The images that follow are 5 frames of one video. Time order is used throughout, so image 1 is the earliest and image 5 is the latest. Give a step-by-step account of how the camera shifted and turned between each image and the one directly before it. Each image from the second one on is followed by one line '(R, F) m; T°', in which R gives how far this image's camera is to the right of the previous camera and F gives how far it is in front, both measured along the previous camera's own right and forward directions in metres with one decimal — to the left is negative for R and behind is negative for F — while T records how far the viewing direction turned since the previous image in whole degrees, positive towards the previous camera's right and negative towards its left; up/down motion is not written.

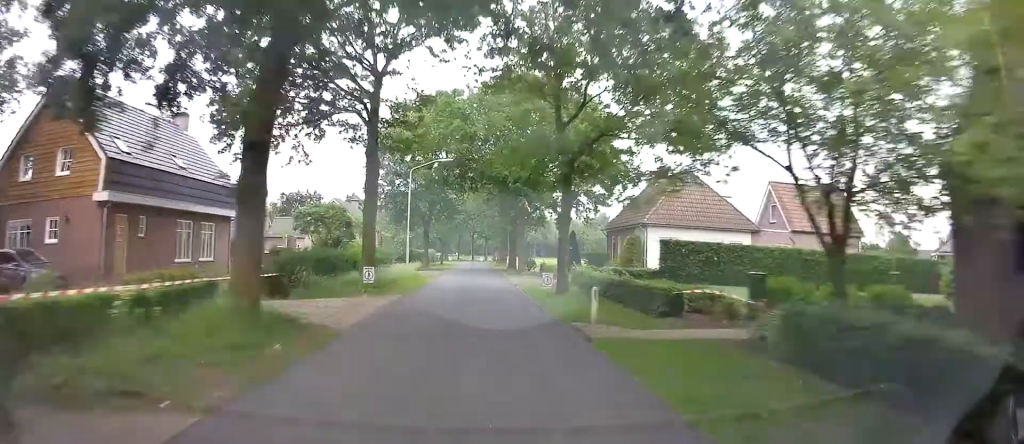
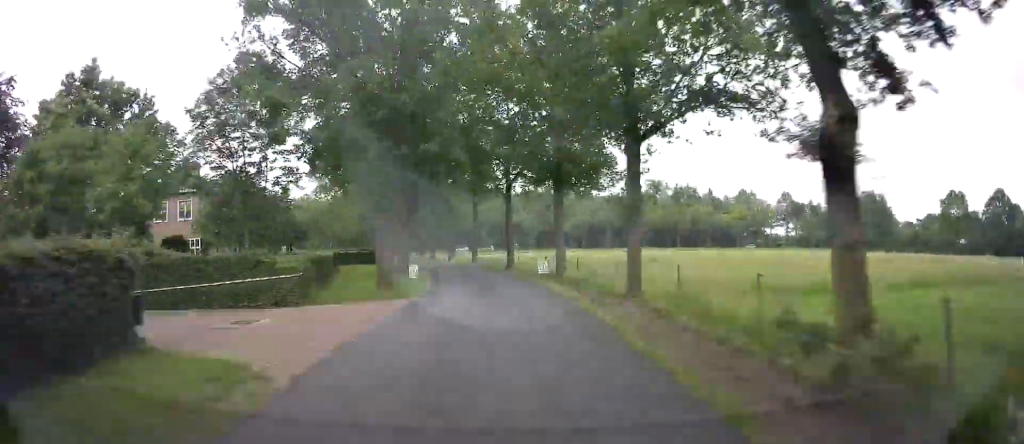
(+2.4, +68.9) m; 0°
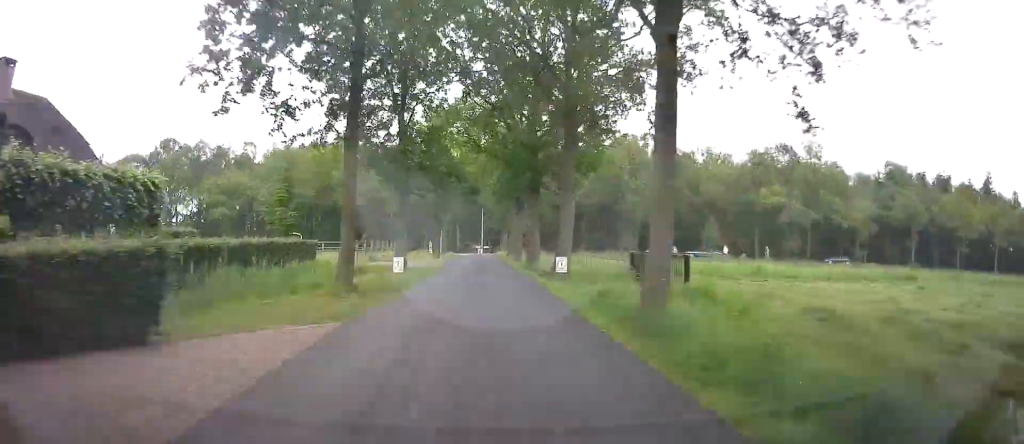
(-6.1, +72.9) m; -9°
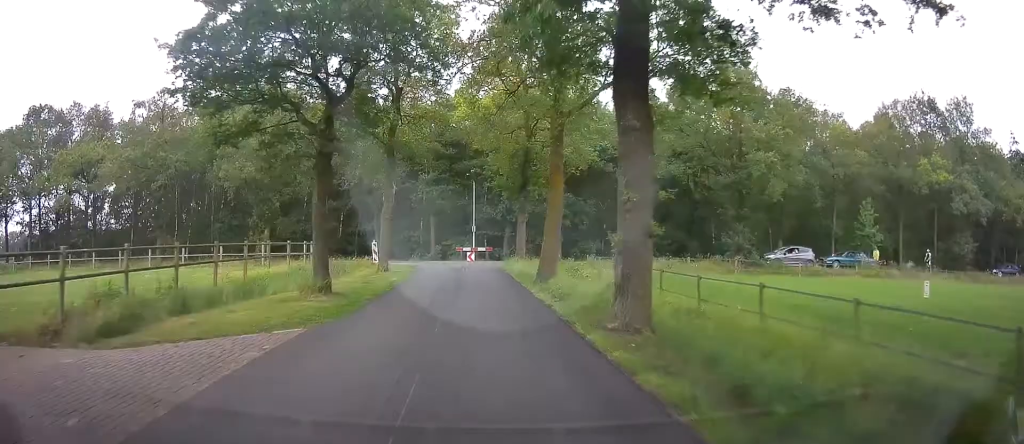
(-0.7, +34.7) m; -2°
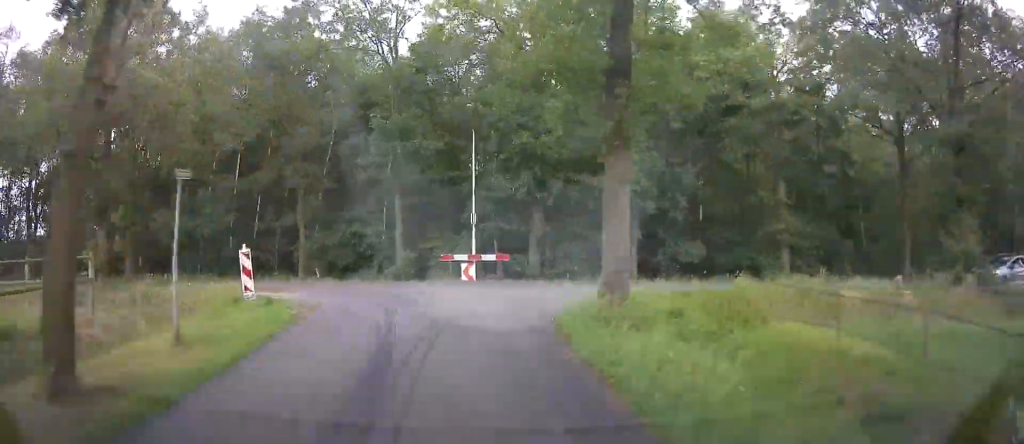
(-0.3, +25.4) m; -2°
